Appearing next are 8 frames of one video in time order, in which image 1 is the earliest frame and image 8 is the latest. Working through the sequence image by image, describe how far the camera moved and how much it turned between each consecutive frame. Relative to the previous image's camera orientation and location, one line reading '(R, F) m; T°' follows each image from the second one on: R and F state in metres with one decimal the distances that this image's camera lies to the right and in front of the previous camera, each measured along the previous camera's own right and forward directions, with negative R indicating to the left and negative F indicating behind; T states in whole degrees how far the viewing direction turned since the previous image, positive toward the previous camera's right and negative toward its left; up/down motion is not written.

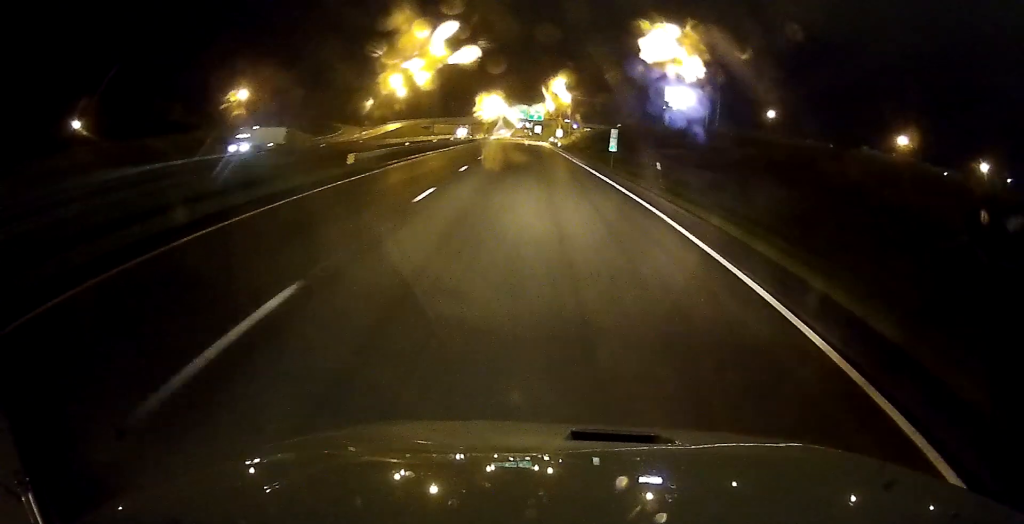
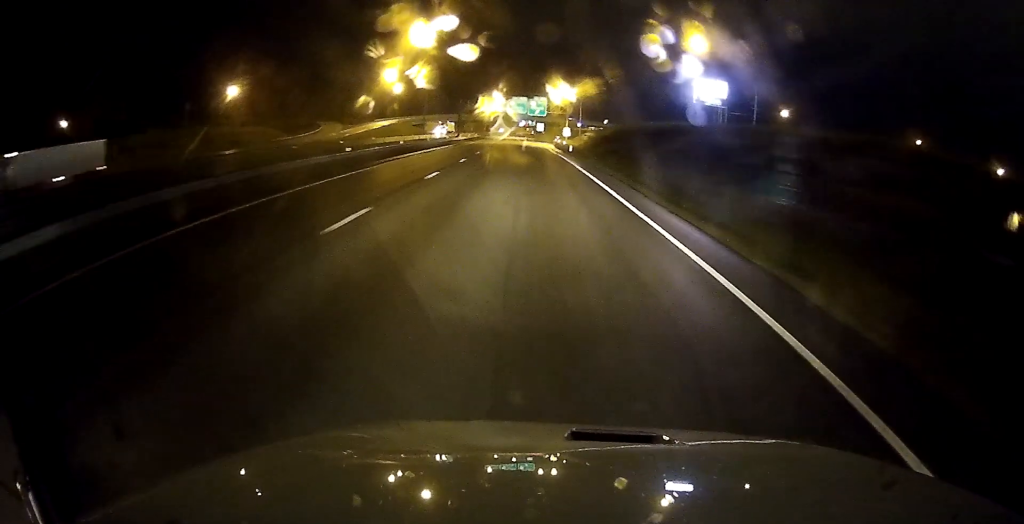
(+0.1, +29.2) m; 0°
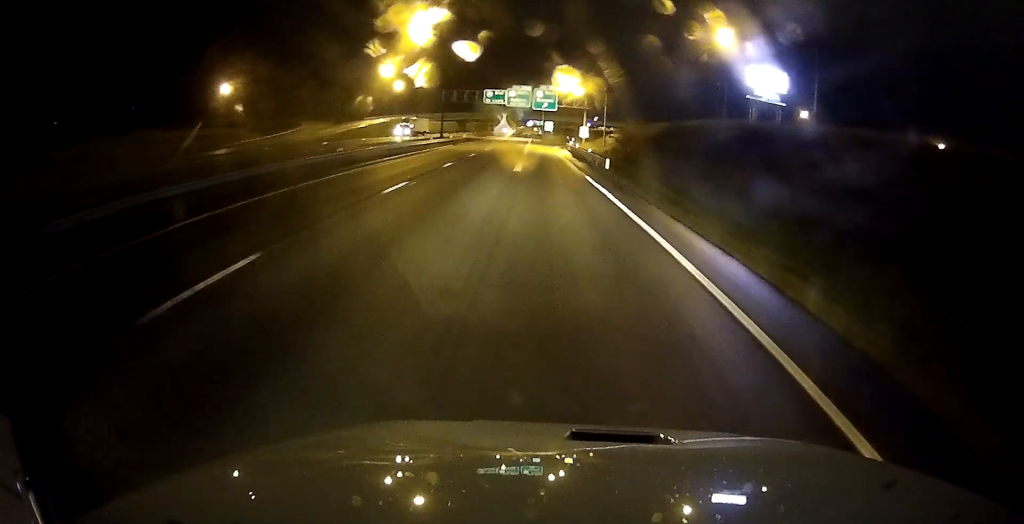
(-0.2, +29.9) m; -1°
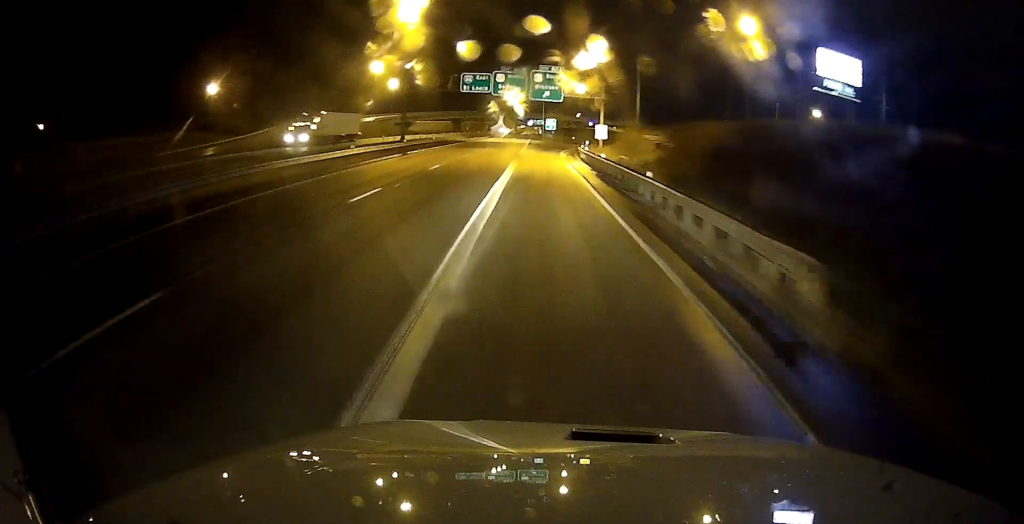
(0.0, +26.7) m; 0°
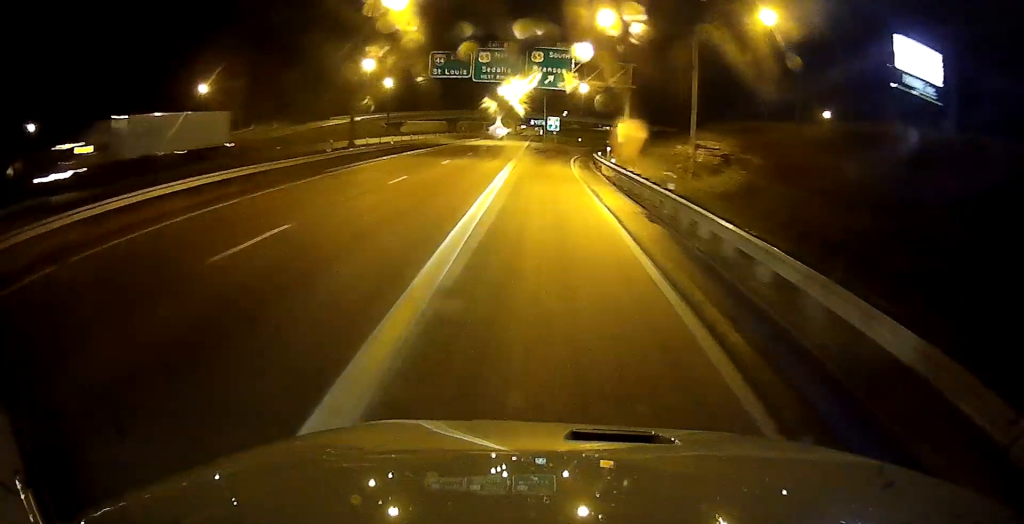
(-0.1, +19.0) m; 0°
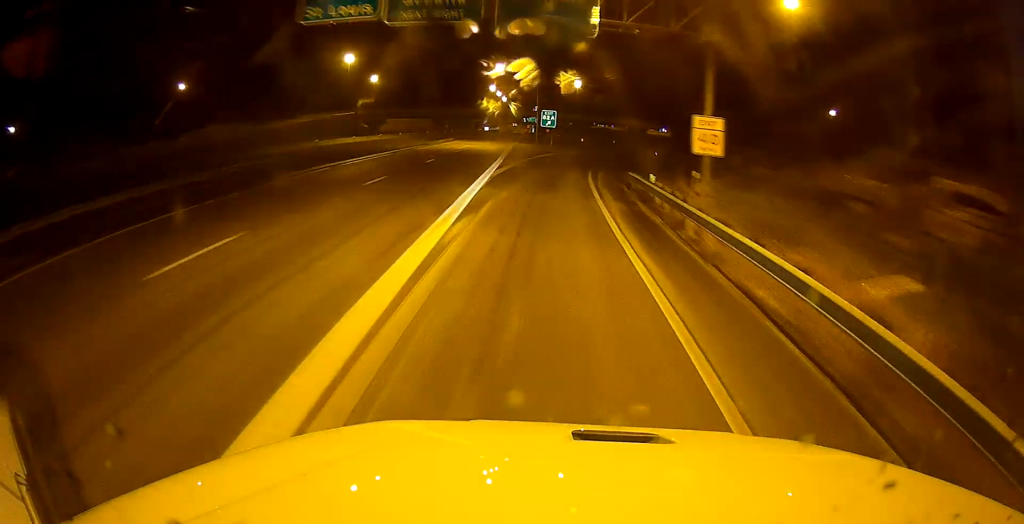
(+0.2, +25.0) m; +2°
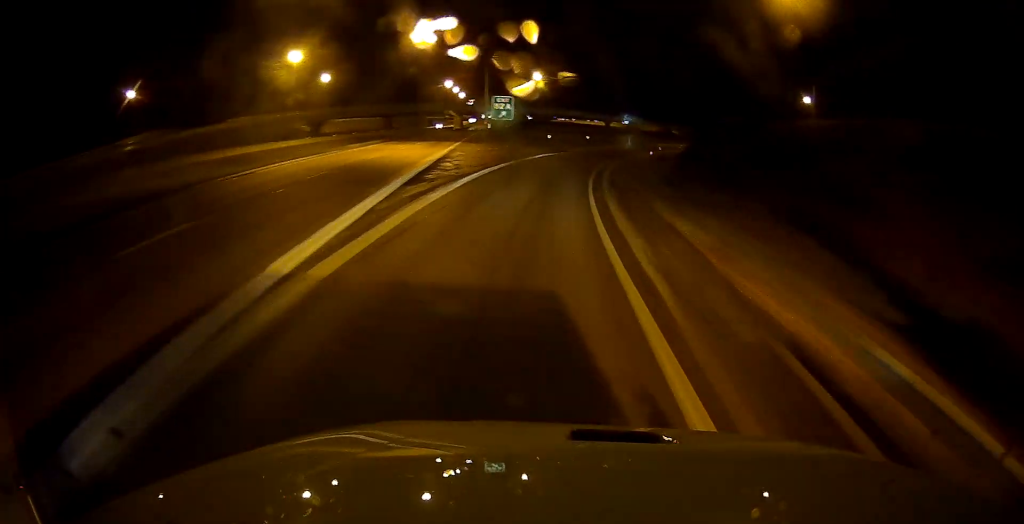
(+0.6, +22.7) m; +4°
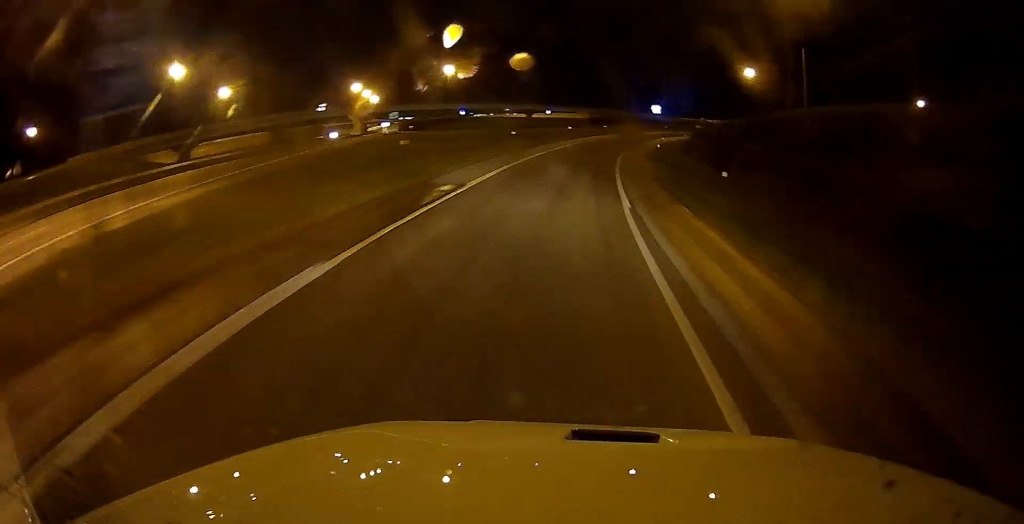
(+3.0, +43.3) m; +9°
